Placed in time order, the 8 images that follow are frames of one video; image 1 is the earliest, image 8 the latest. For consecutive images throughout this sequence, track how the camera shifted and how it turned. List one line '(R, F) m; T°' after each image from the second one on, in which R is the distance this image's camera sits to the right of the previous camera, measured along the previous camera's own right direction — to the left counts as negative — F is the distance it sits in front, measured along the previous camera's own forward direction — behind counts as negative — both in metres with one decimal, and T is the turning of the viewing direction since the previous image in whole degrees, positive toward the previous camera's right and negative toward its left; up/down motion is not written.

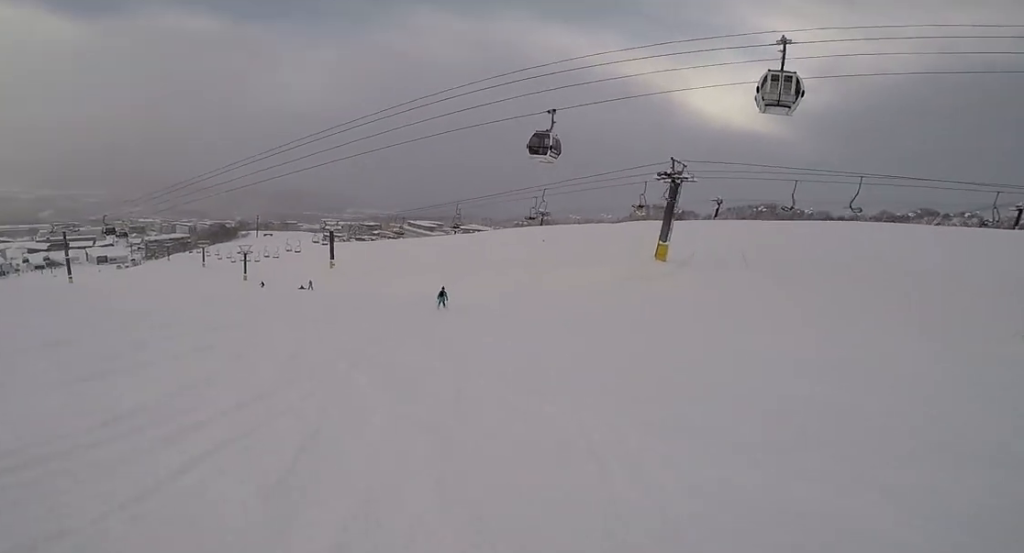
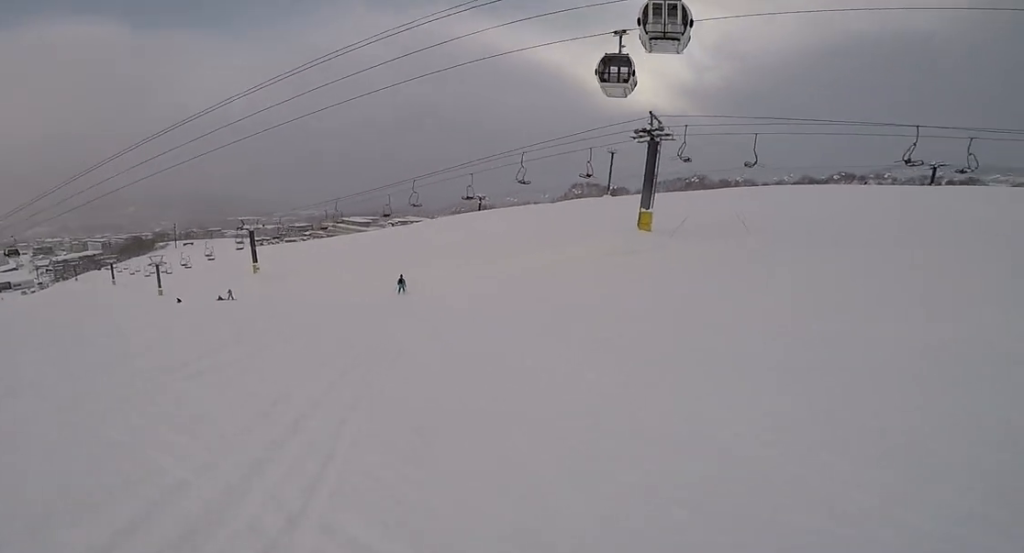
(+0.3, +8.3) m; +2°
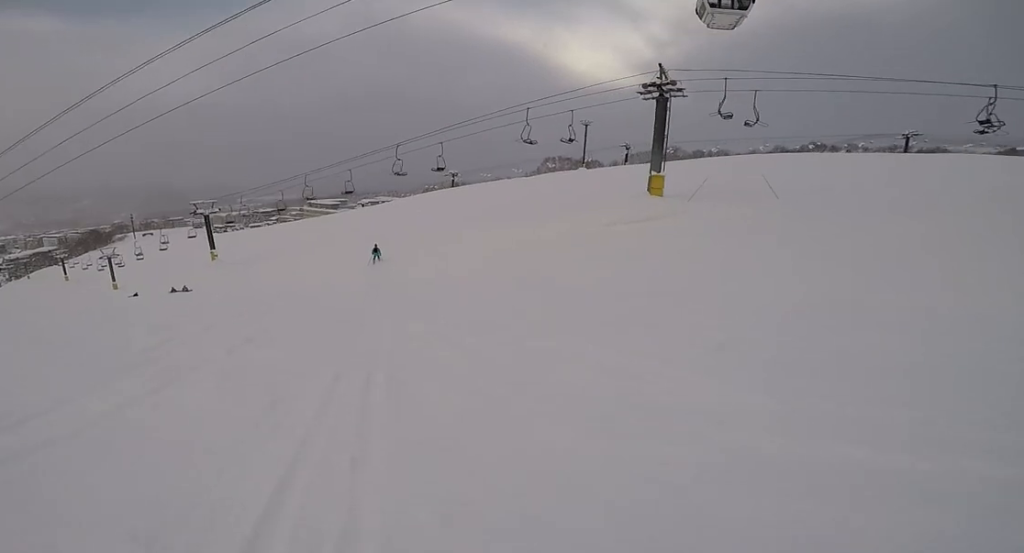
(0.0, +5.2) m; +1°
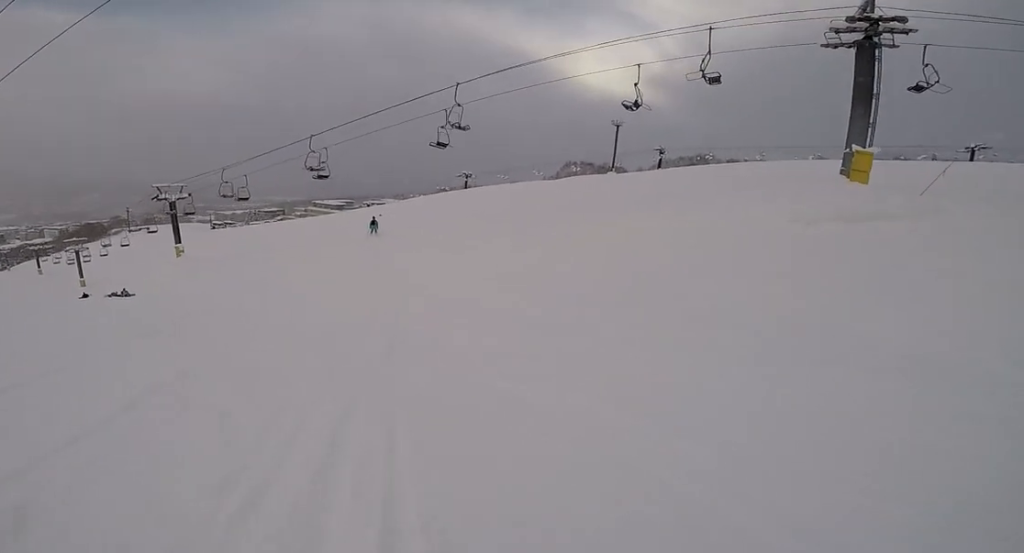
(+0.5, +12.9) m; 0°
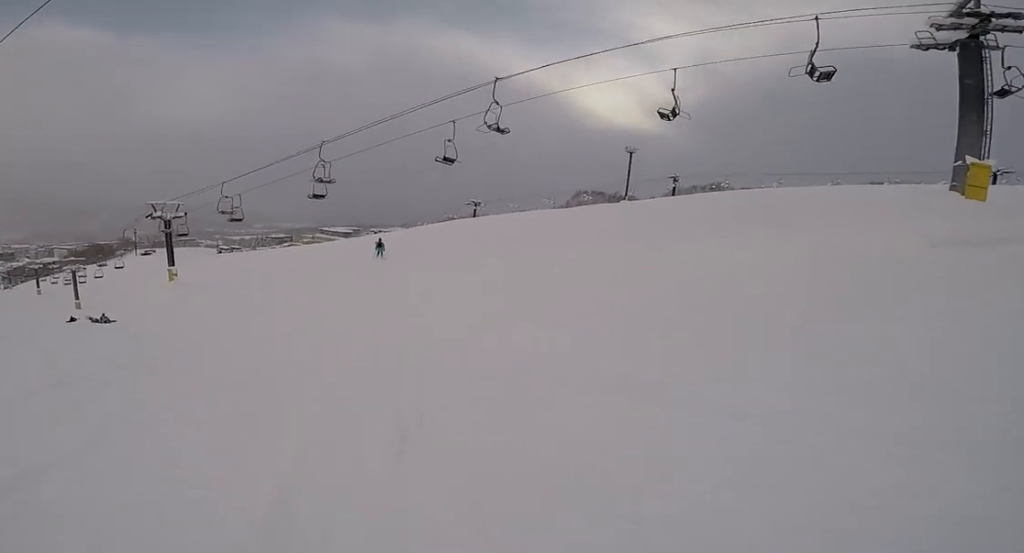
(-0.3, +3.6) m; -1°
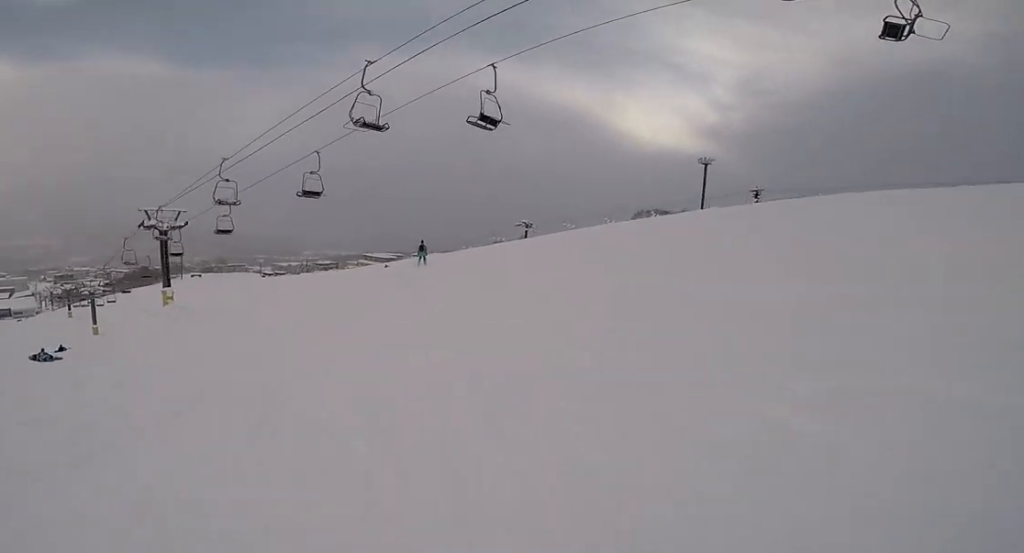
(-0.2, +9.7) m; -2°
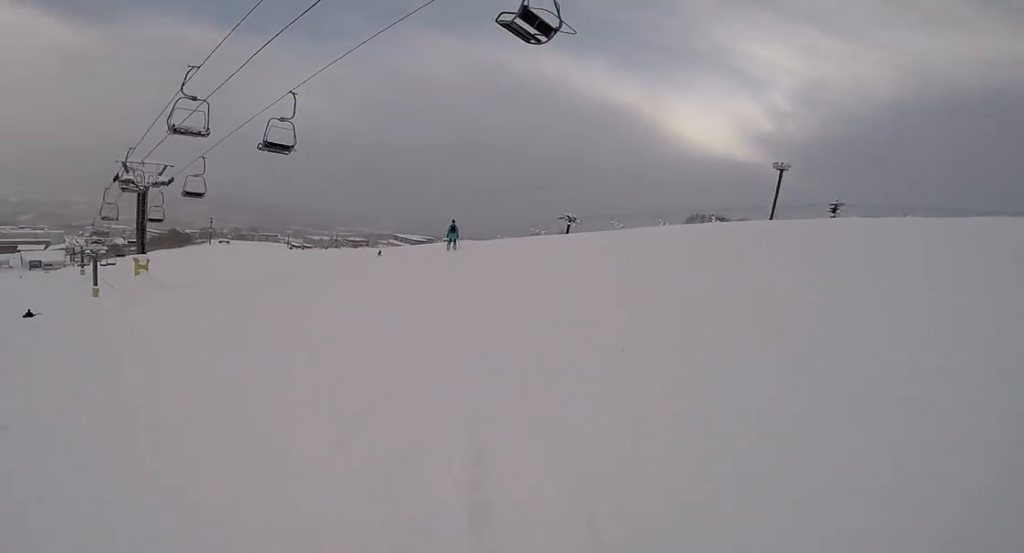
(-0.2, +6.6) m; -1°
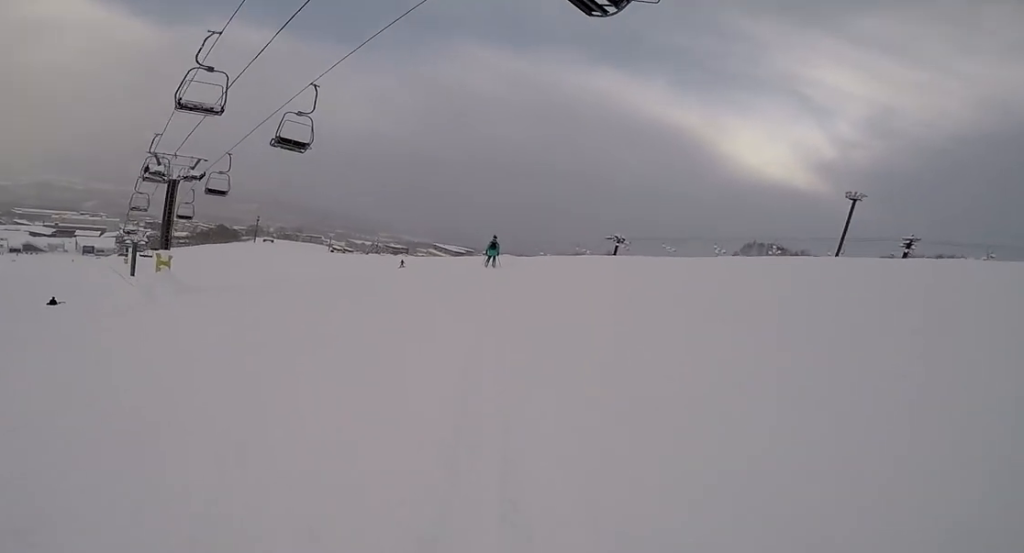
(-0.4, +2.6) m; 0°
